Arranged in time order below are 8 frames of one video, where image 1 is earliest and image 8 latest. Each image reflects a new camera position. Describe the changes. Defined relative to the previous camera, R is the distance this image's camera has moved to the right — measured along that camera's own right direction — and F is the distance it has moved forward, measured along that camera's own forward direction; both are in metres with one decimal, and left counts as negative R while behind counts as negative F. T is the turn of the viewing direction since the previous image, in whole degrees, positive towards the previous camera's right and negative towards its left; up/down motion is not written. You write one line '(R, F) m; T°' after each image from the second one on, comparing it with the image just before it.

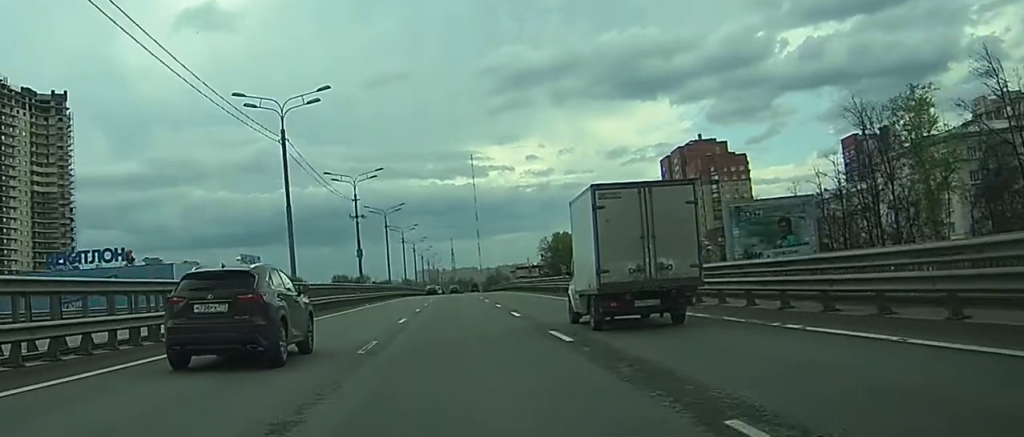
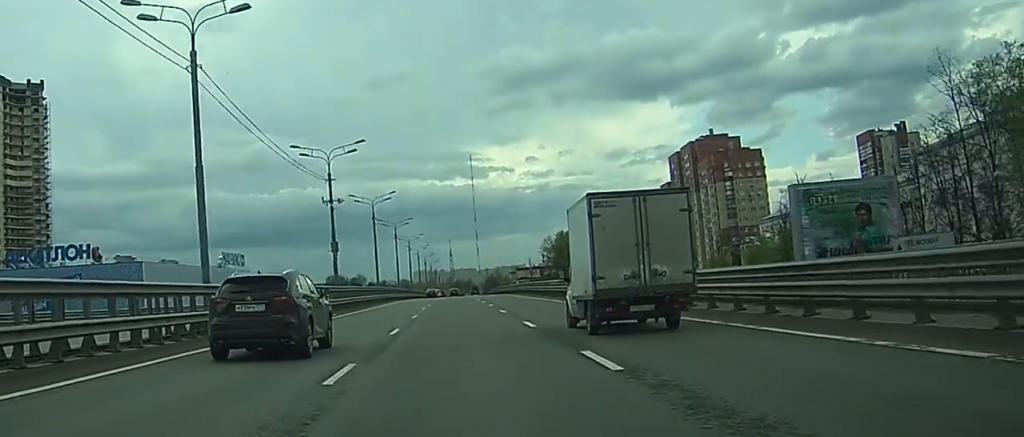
(-0.1, +20.1) m; -3°
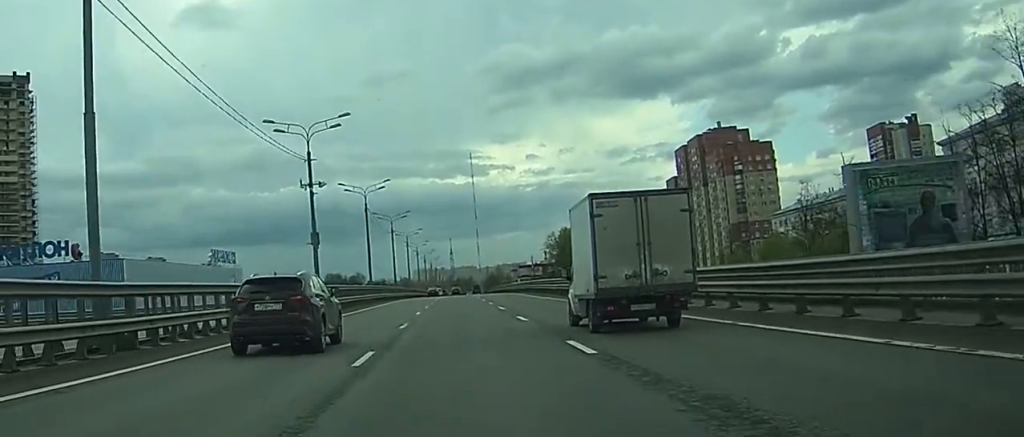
(-0.5, +11.1) m; -1°
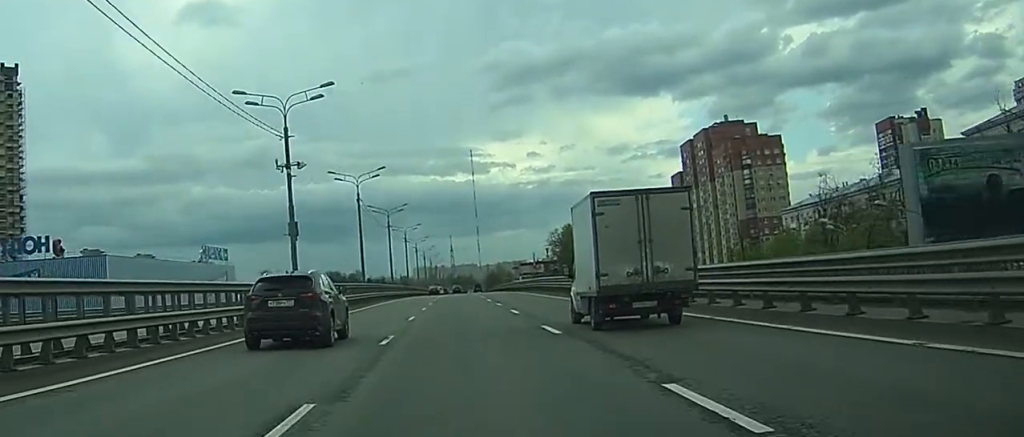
(-0.3, +9.0) m; 0°
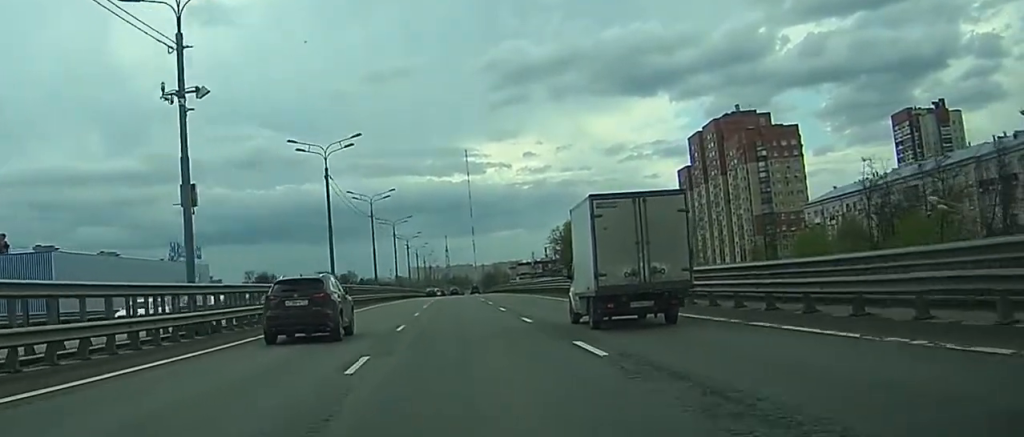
(+0.5, +20.0) m; +2°
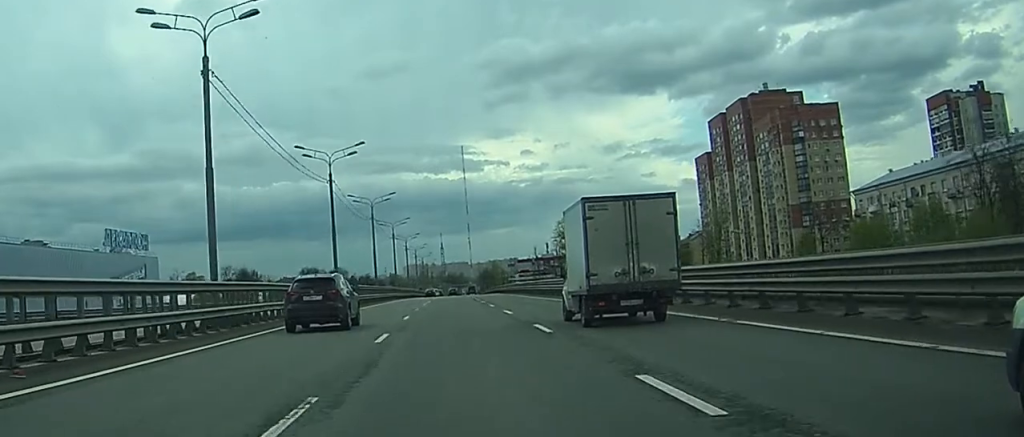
(+0.1, +32.1) m; 0°
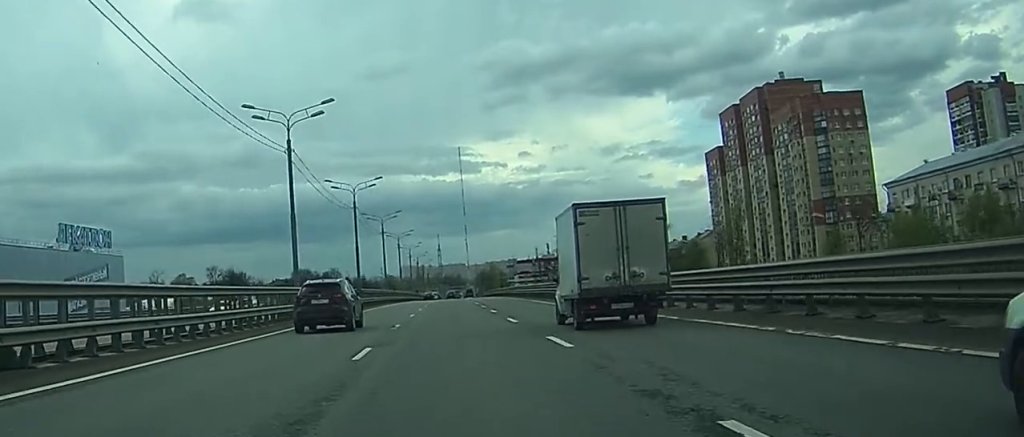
(0.0, +16.5) m; 0°
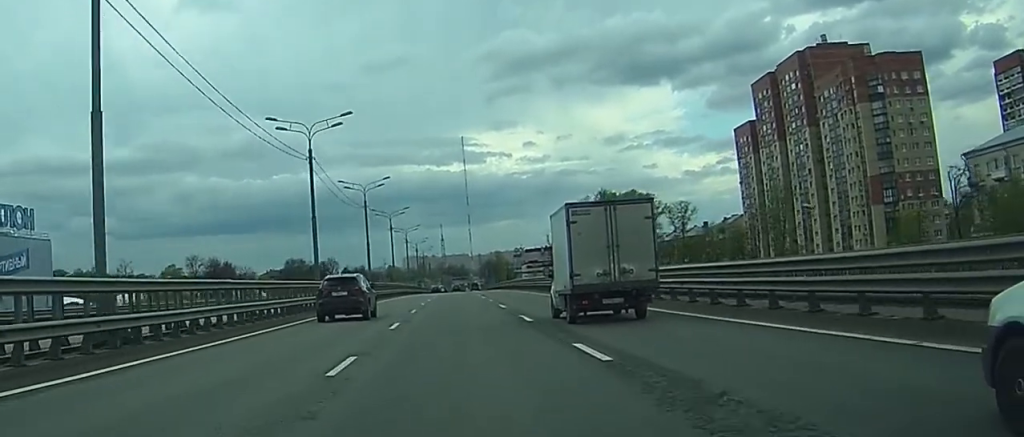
(0.0, +28.9) m; 0°
